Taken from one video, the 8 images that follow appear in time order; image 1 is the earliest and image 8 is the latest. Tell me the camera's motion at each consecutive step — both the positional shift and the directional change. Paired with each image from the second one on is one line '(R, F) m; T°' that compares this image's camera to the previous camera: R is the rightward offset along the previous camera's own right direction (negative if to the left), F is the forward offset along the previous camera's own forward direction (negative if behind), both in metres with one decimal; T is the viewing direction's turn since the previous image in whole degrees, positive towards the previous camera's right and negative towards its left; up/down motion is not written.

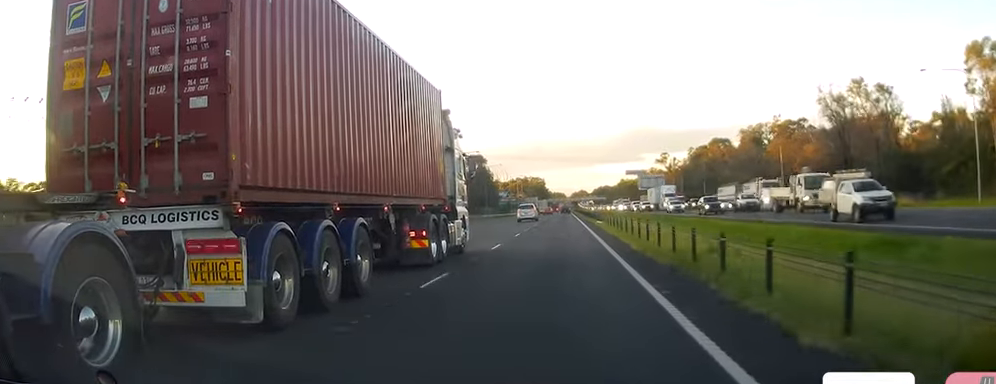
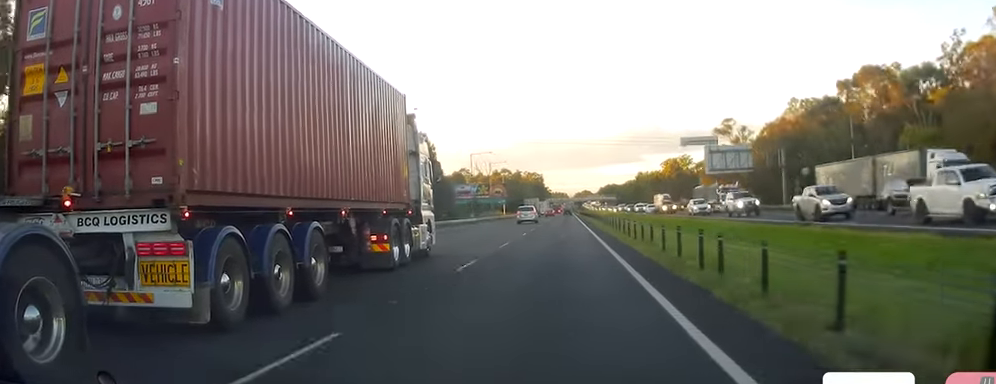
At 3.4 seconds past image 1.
(-1.7, +95.6) m; 0°
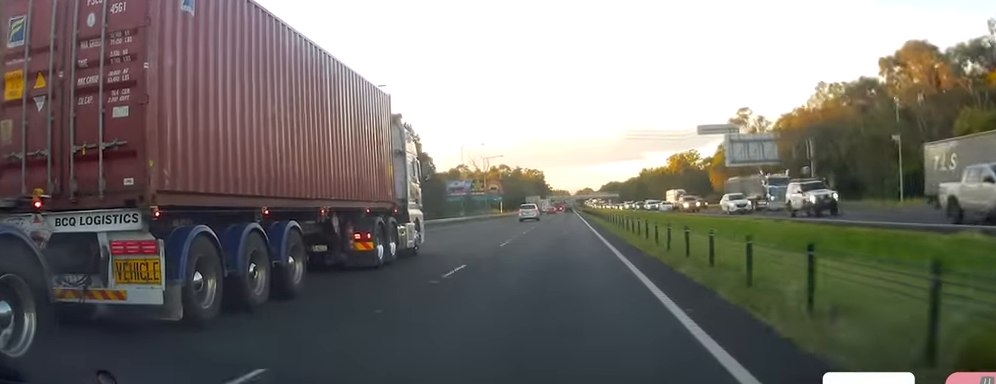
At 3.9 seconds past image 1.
(+0.1, +13.1) m; 0°
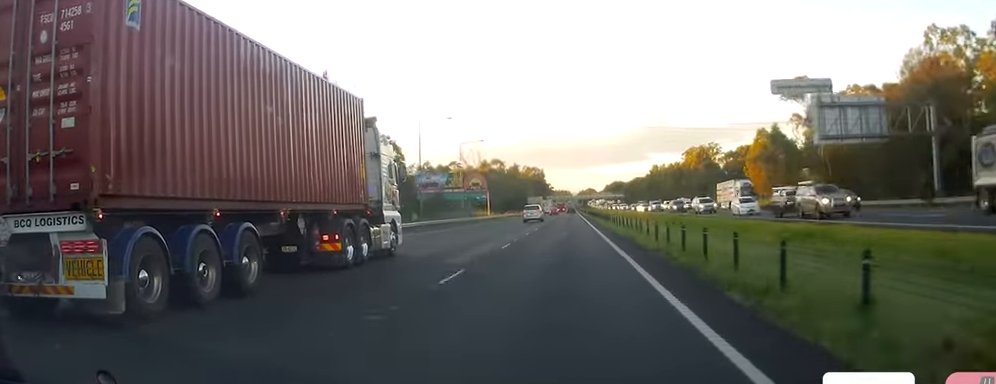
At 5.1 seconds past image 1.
(+0.1, +34.5) m; 0°
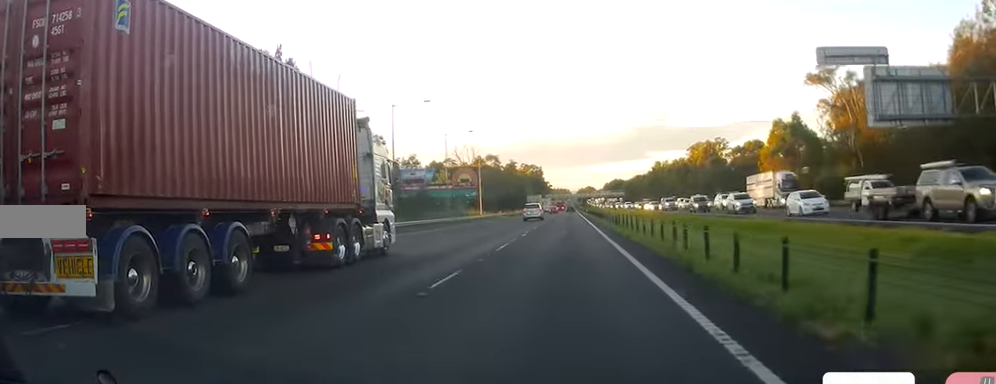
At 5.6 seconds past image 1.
(0.0, +12.1) m; 0°
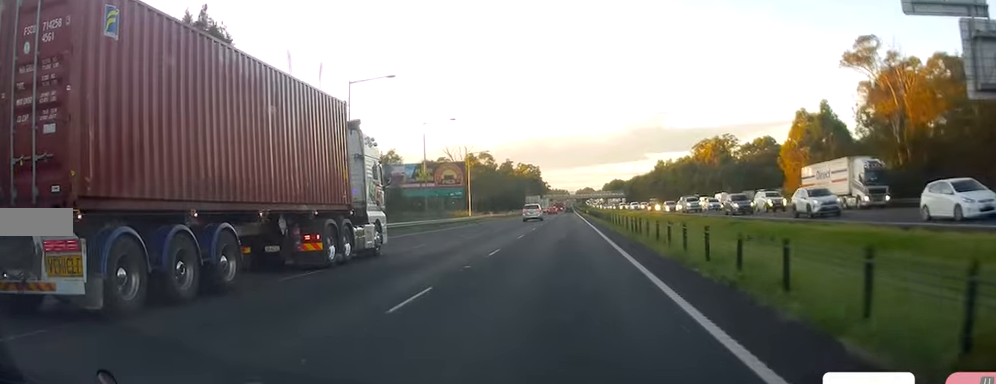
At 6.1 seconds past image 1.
(0.0, +13.9) m; 0°
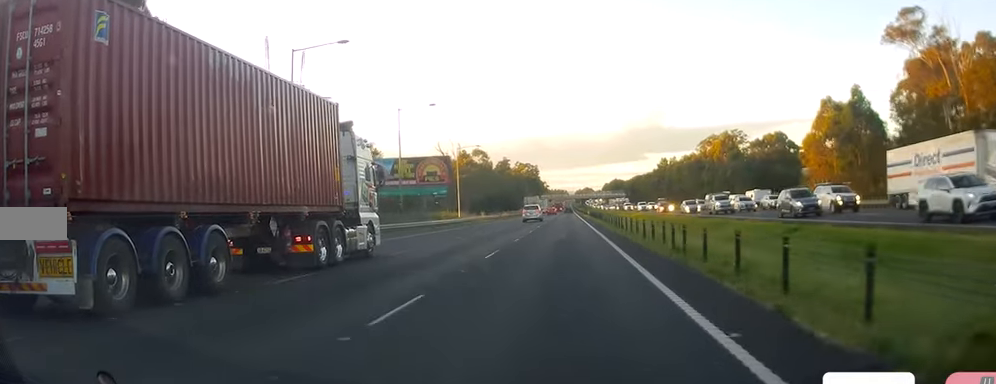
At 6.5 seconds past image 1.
(0.0, +12.1) m; 0°
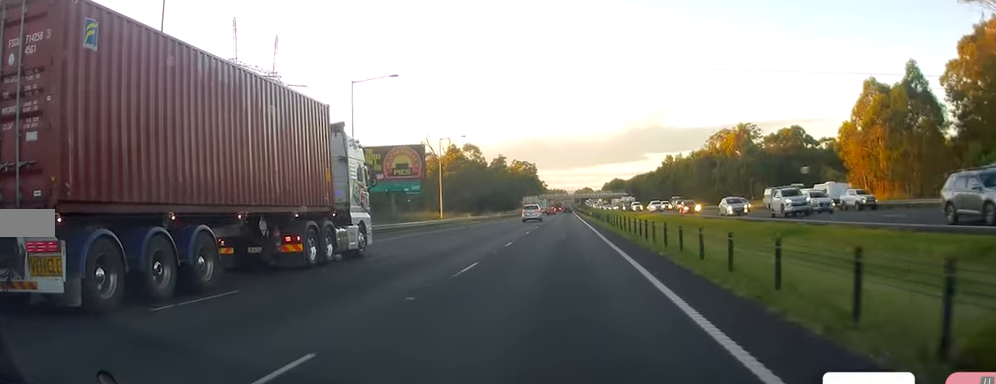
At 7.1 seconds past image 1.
(0.0, +15.7) m; 0°
